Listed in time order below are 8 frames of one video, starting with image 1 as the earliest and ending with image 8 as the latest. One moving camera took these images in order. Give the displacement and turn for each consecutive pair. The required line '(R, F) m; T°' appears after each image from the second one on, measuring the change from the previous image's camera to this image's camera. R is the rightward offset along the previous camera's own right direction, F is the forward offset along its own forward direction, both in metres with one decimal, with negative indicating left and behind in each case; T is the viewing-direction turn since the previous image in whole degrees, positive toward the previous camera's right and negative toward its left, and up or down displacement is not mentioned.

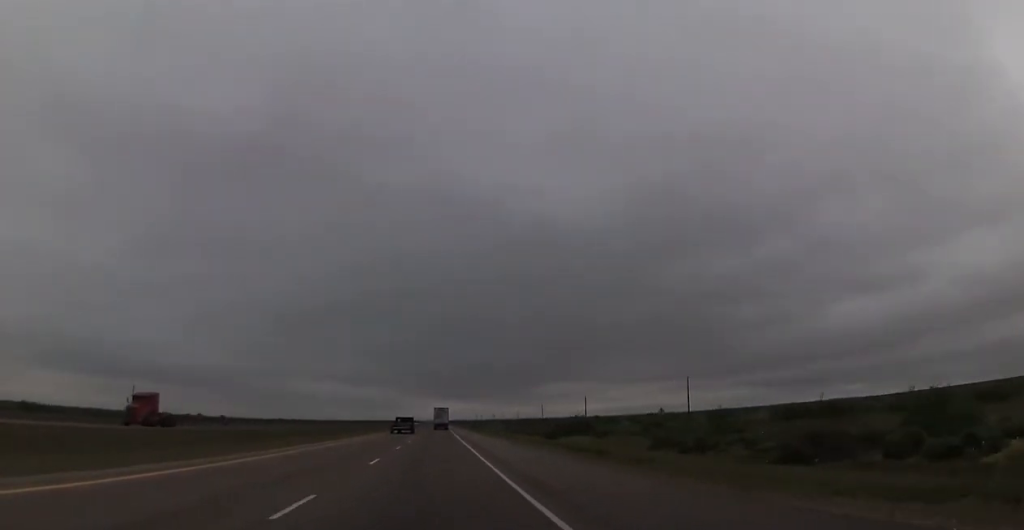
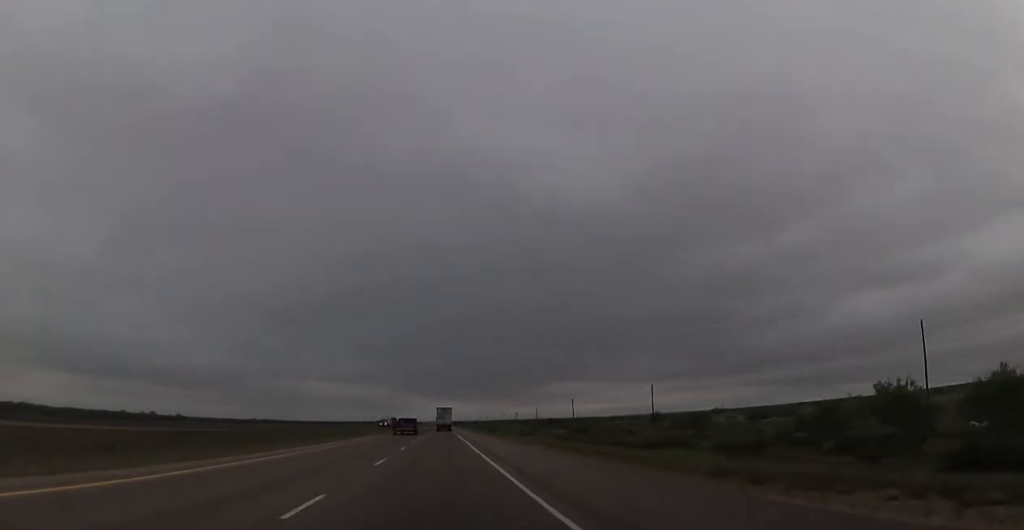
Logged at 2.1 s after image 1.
(0.0, +72.5) m; 0°
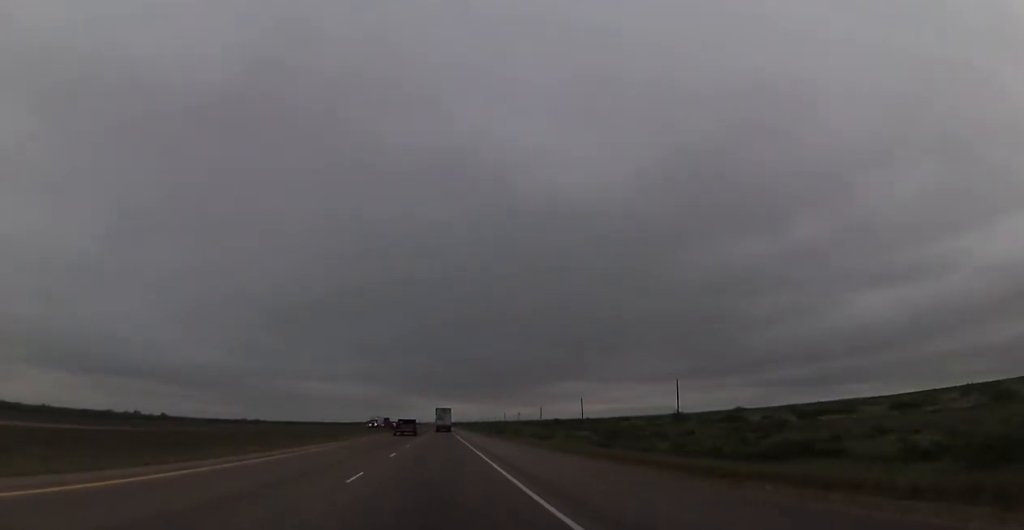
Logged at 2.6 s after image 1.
(0.0, +18.5) m; 0°
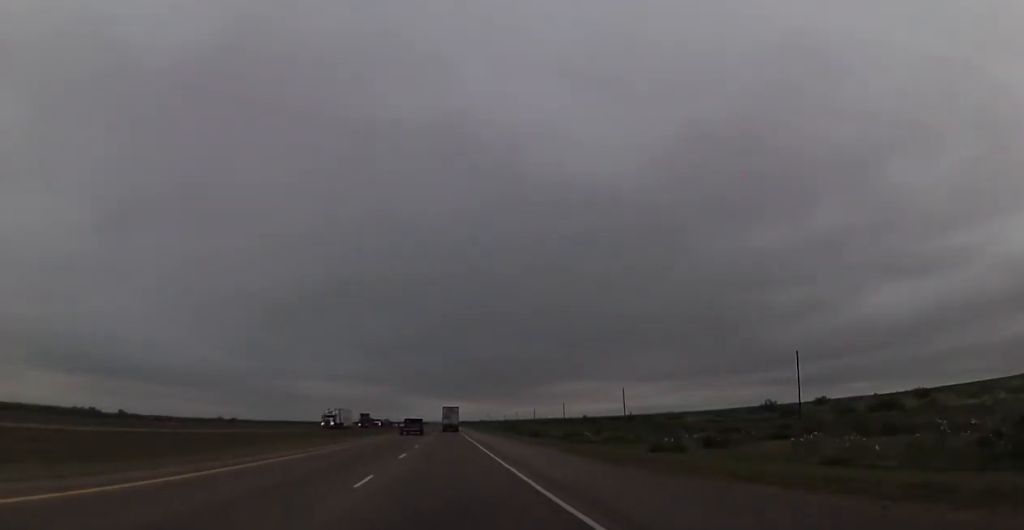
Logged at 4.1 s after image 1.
(-0.8, +49.6) m; 0°
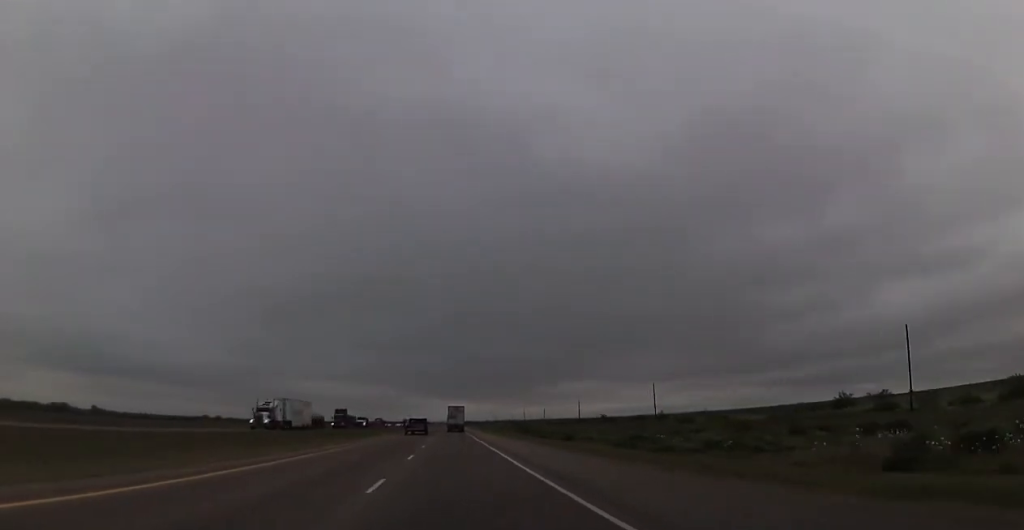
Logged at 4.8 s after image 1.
(+0.4, +25.3) m; 0°
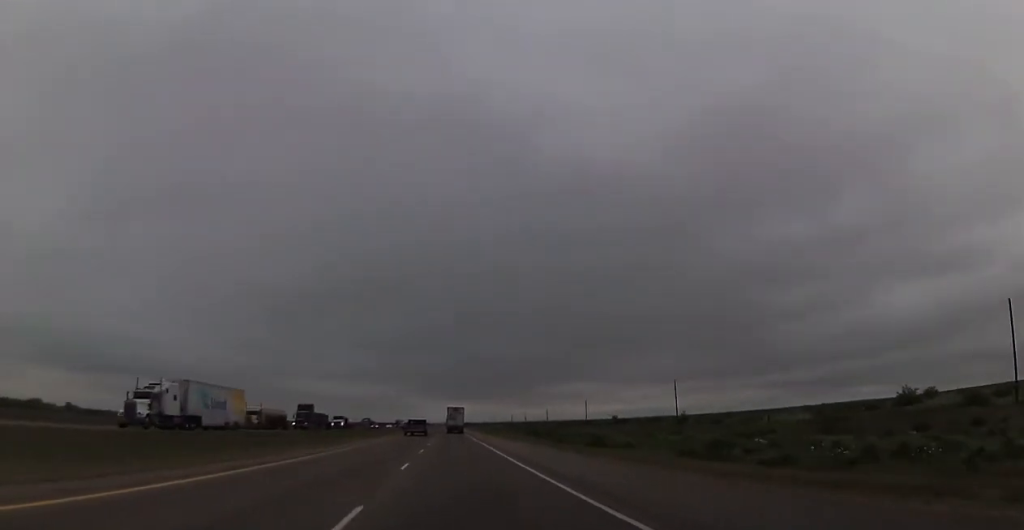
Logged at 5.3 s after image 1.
(+0.4, +17.3) m; 0°
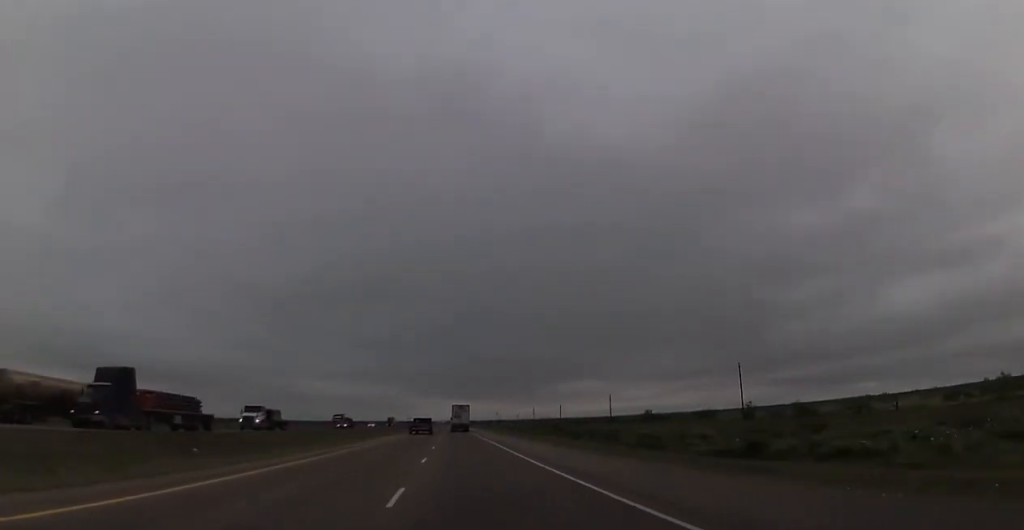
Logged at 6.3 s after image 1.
(-0.7, +33.4) m; -2°
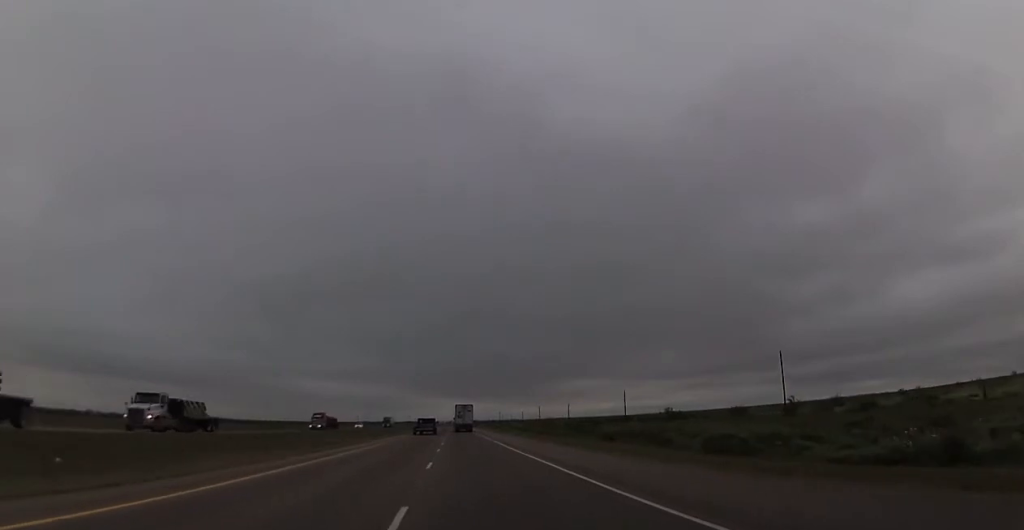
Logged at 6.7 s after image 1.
(-0.1, +14.9) m; 0°
